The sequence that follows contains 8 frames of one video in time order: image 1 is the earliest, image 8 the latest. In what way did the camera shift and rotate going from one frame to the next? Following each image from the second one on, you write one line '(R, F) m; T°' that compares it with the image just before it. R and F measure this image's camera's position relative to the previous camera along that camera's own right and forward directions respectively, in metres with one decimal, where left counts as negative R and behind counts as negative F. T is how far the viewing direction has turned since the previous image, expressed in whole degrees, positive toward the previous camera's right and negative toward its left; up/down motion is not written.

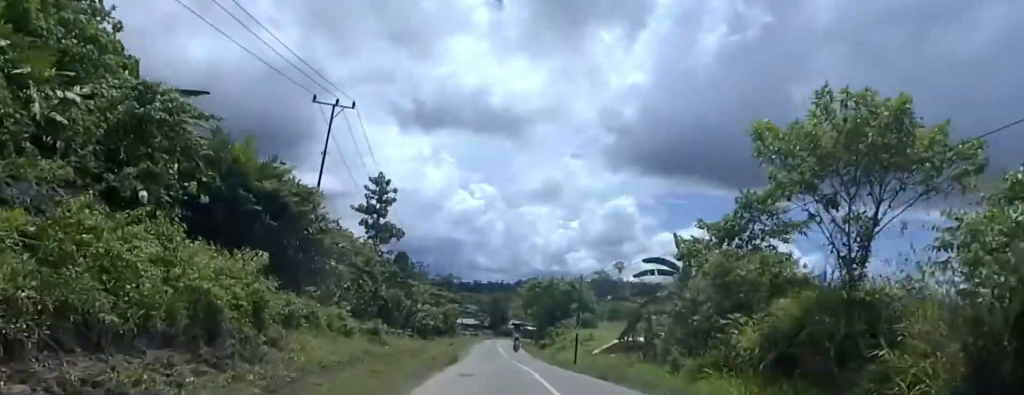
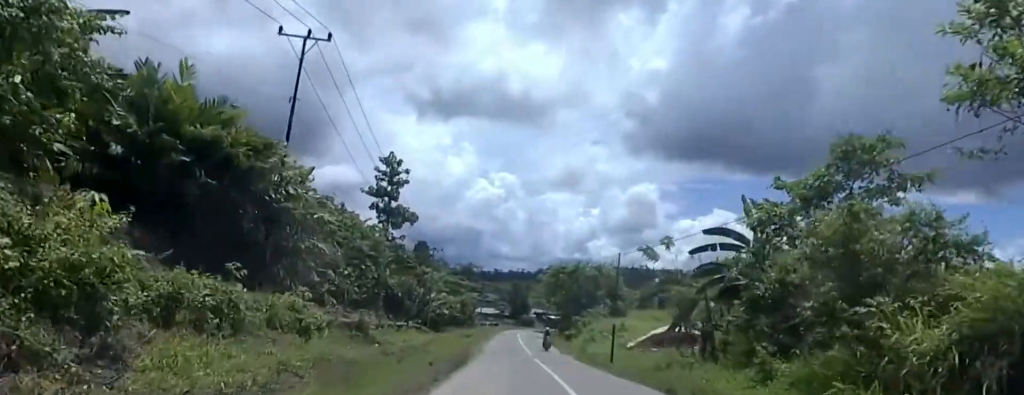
(-0.7, +6.1) m; -3°
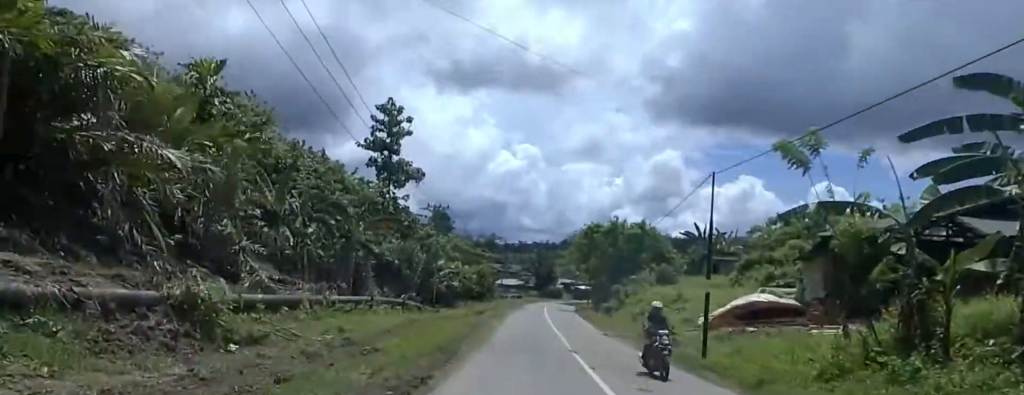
(-0.5, +12.4) m; -1°
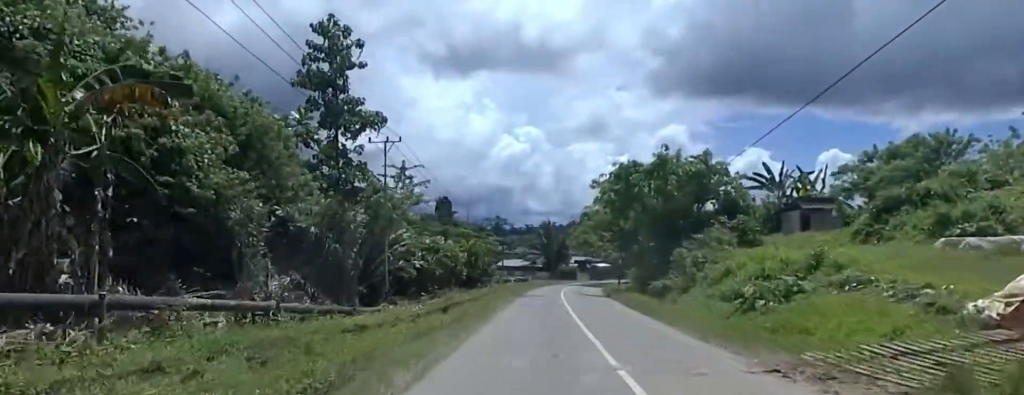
(+0.4, +19.8) m; +1°
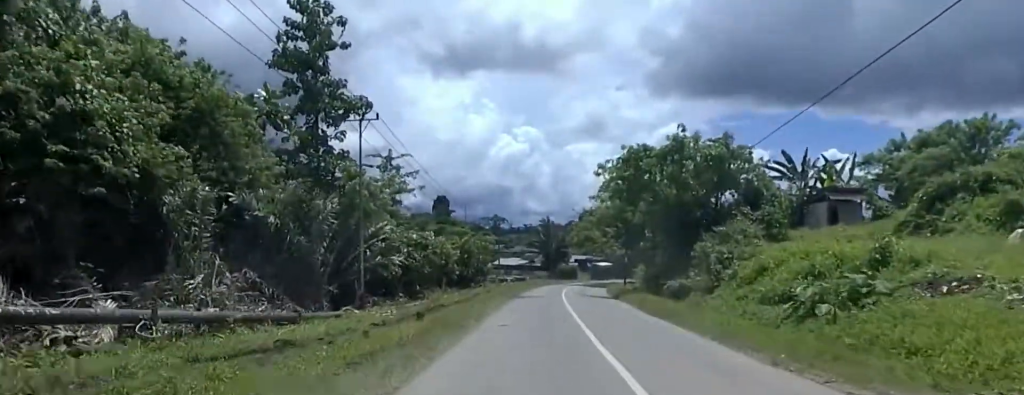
(0.0, +4.4) m; 0°
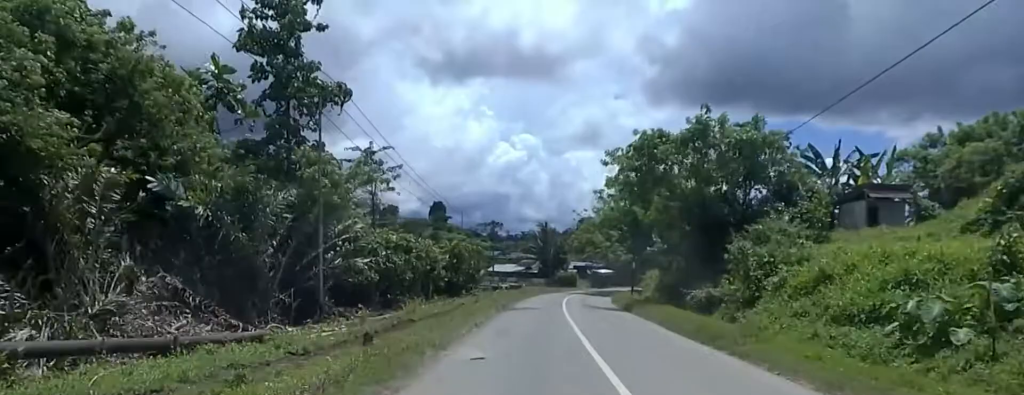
(0.0, +4.9) m; +1°
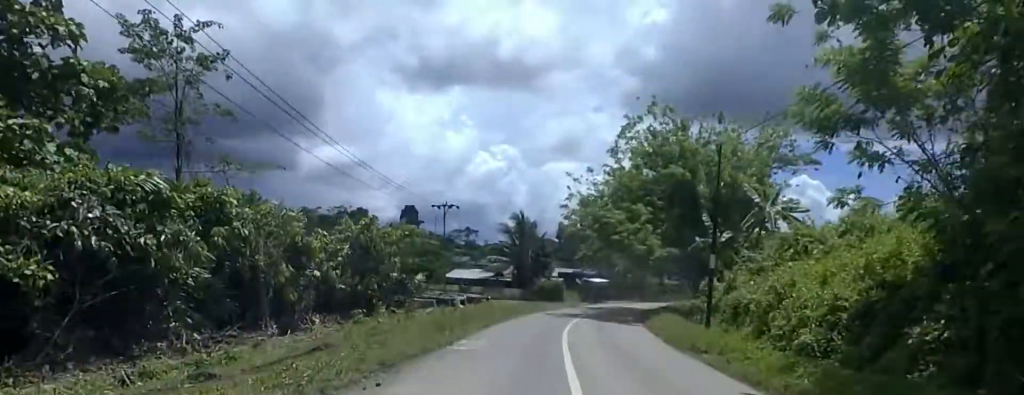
(+1.7, +21.2) m; +8°
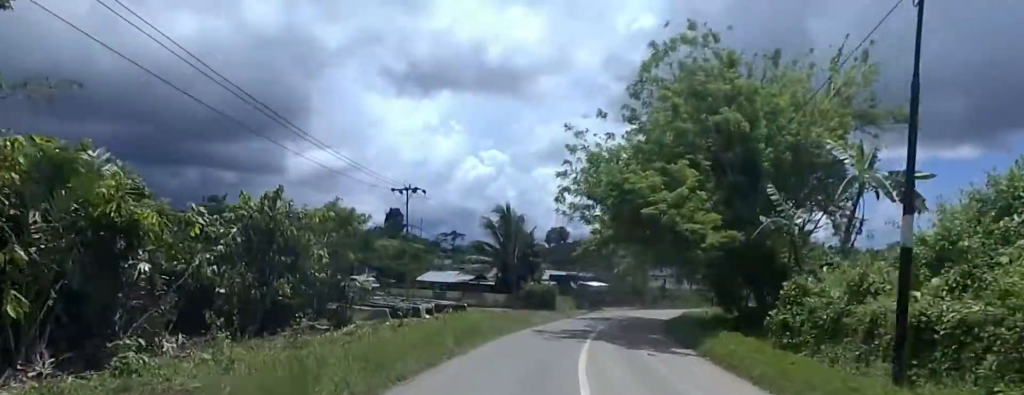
(0.0, +10.5) m; 0°
